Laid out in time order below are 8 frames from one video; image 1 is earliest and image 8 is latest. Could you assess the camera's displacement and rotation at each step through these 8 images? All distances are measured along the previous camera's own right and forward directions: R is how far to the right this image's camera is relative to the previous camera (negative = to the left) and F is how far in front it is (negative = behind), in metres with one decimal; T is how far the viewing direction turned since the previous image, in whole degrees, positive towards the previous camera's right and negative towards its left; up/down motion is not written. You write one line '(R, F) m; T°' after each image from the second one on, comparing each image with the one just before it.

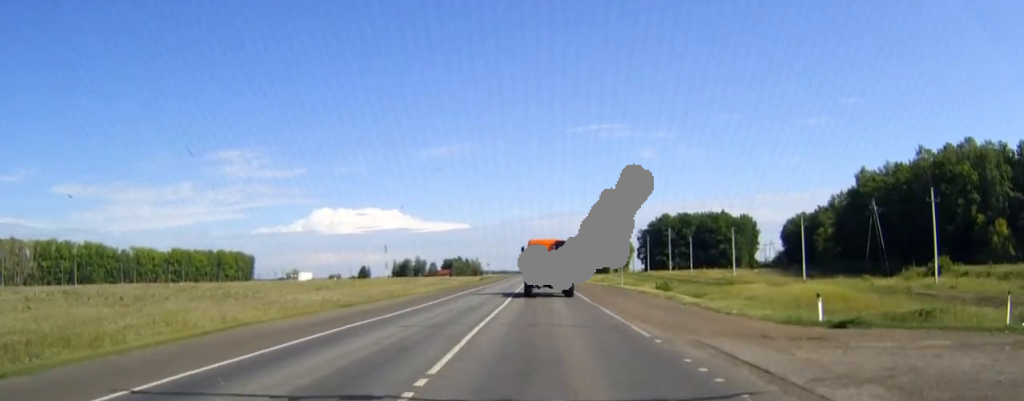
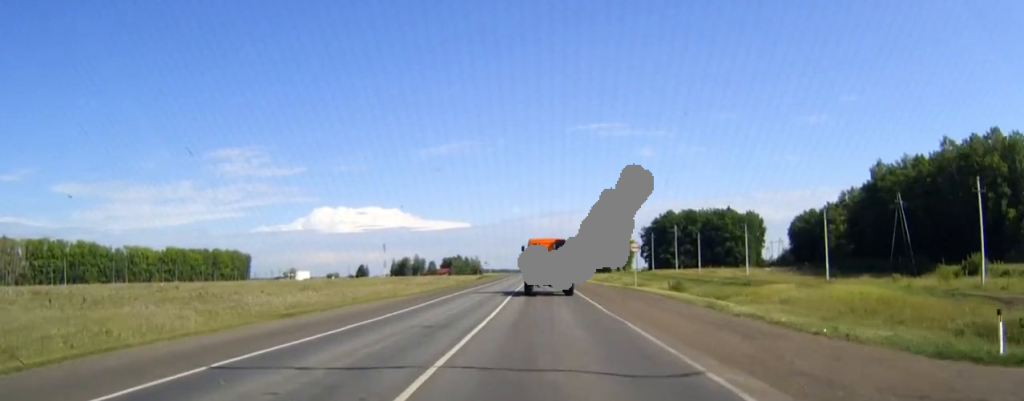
(0.0, +8.0) m; 0°
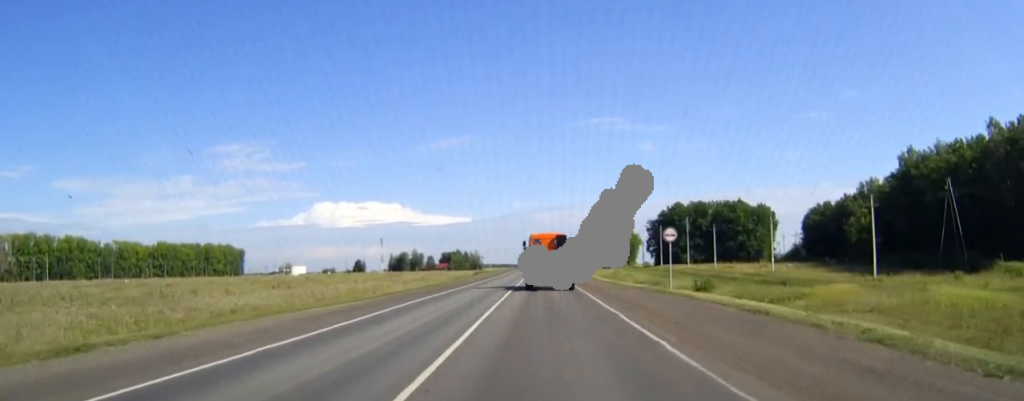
(0.0, +13.3) m; 0°
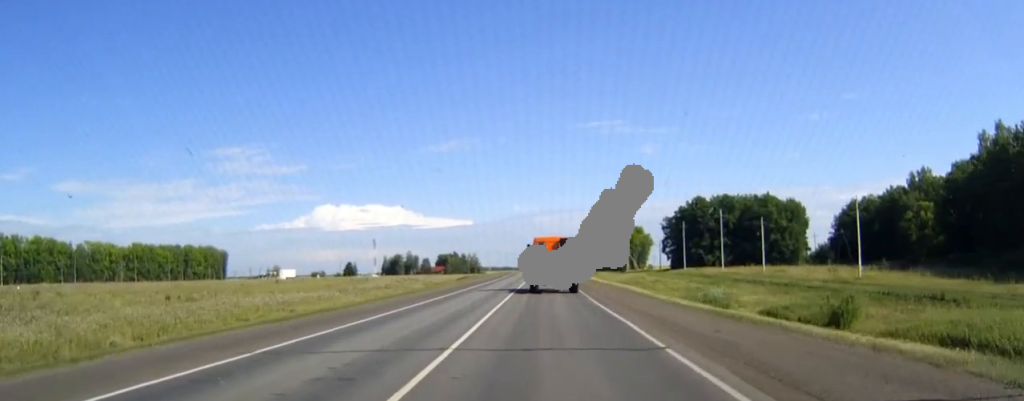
(0.0, +30.9) m; 0°
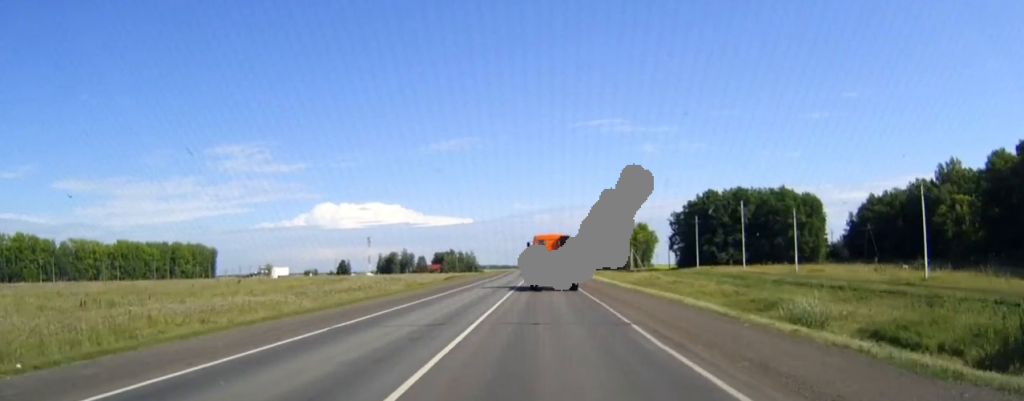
(0.0, +15.3) m; 0°
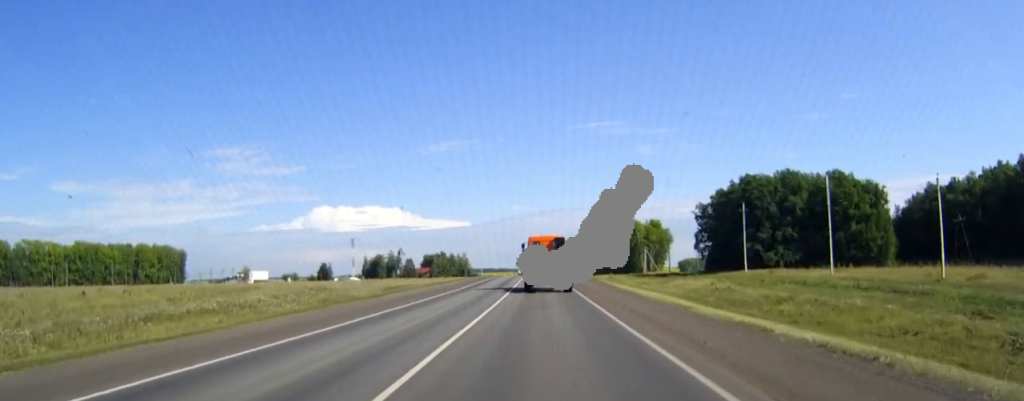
(+0.1, +39.6) m; 0°
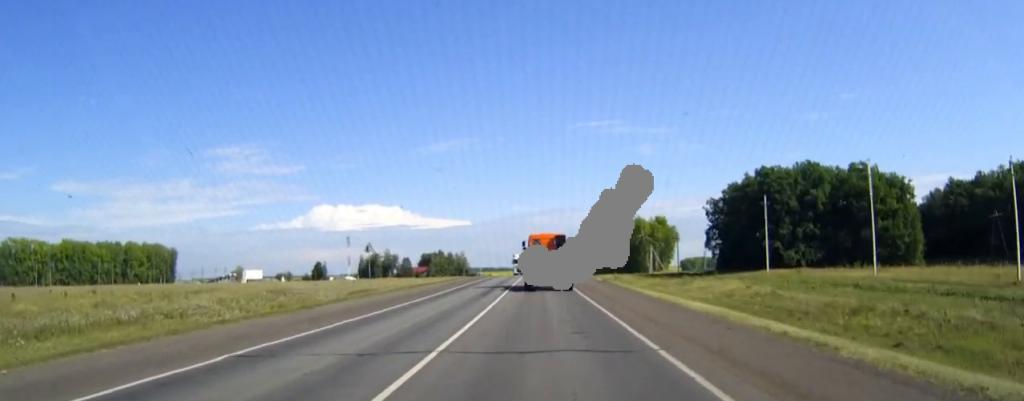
(0.0, +11.9) m; 0°
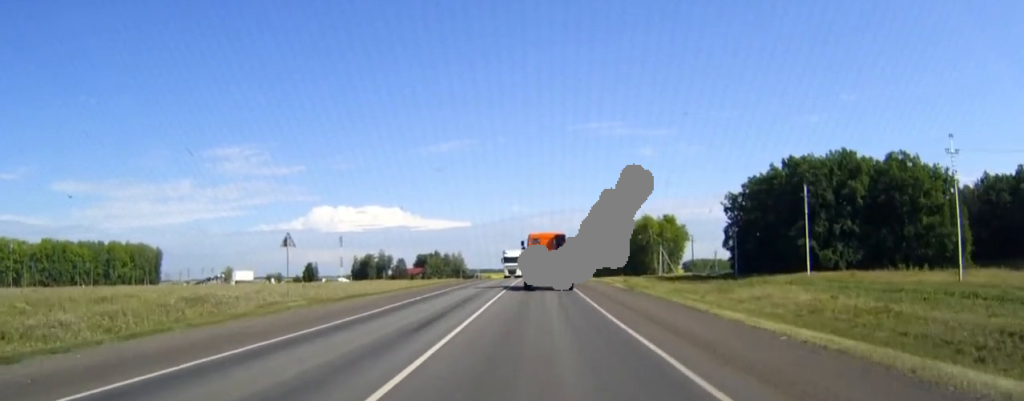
(0.0, +17.3) m; 0°
